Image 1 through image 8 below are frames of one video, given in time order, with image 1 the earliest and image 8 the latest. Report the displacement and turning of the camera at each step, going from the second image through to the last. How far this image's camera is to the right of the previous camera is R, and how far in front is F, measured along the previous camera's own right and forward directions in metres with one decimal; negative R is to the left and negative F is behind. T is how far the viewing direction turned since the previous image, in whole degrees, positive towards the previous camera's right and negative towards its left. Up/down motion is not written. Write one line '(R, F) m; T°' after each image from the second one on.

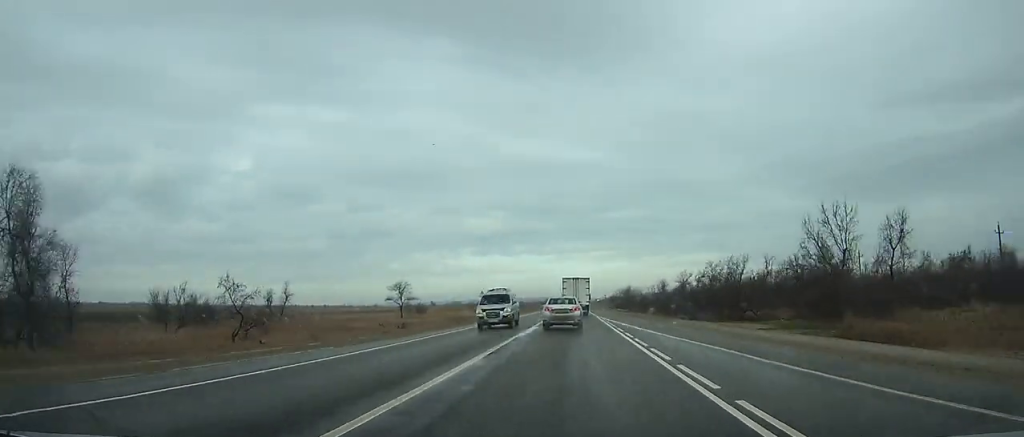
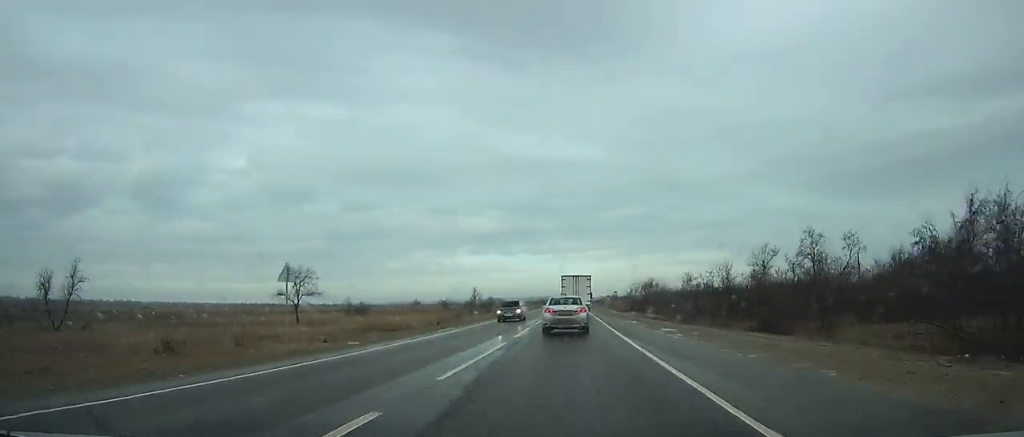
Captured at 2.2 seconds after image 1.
(+0.1, +43.2) m; 0°
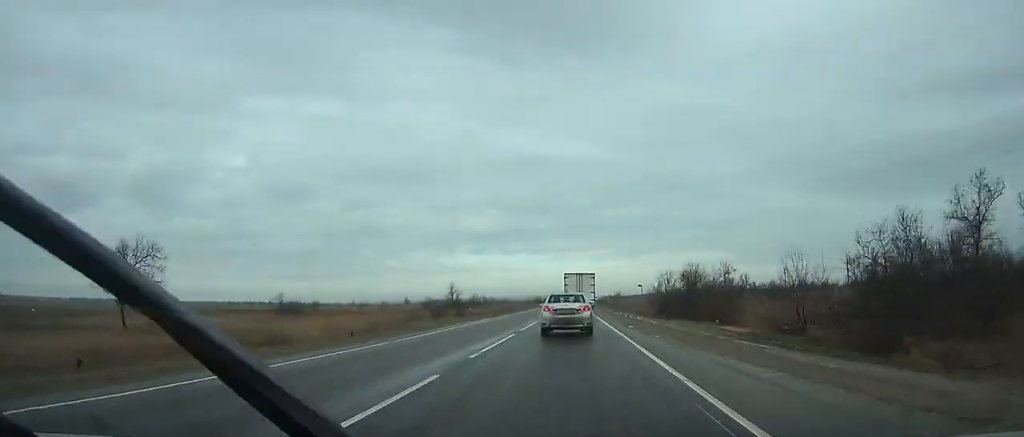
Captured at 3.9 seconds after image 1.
(+0.2, +32.6) m; 0°
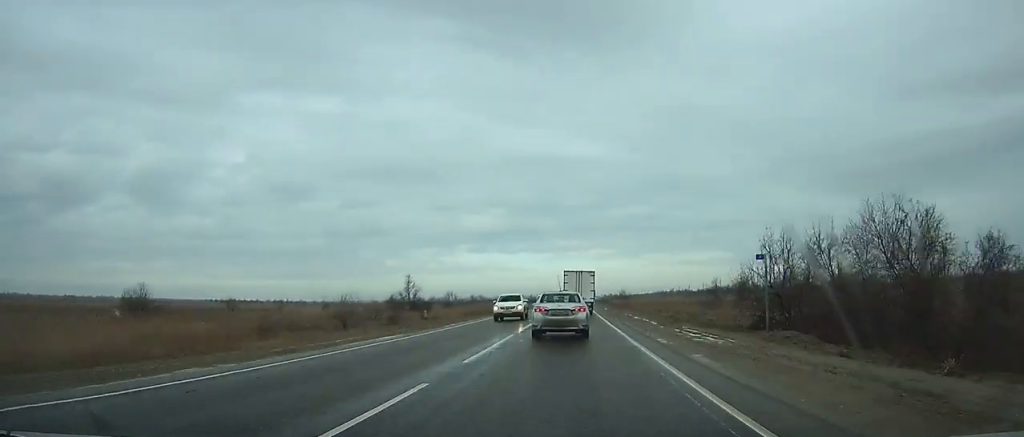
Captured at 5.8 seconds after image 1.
(+0.1, +36.1) m; 0°
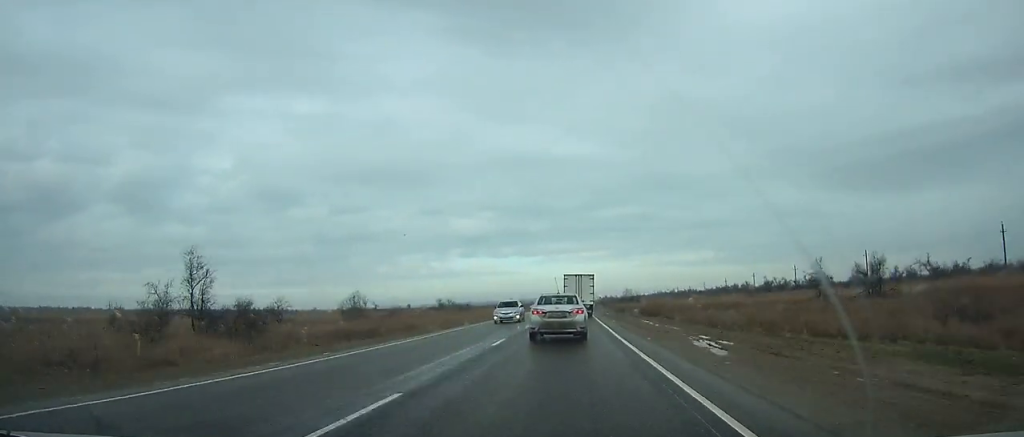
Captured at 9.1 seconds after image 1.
(0.0, +61.2) m; 0°
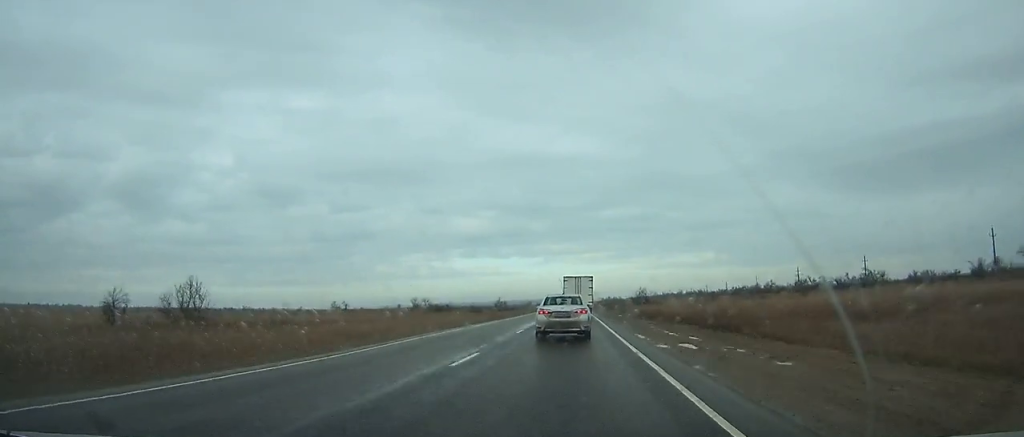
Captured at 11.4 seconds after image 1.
(0.0, +42.3) m; 0°
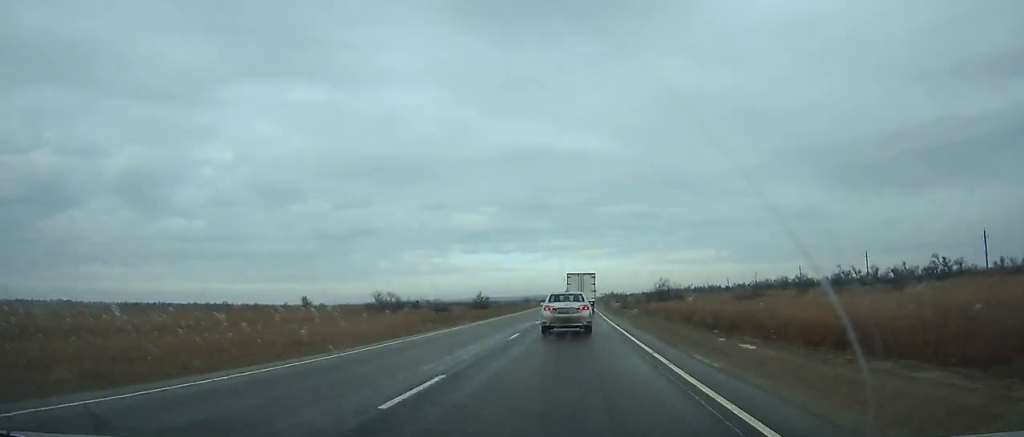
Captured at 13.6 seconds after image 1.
(+0.2, +40.9) m; 0°
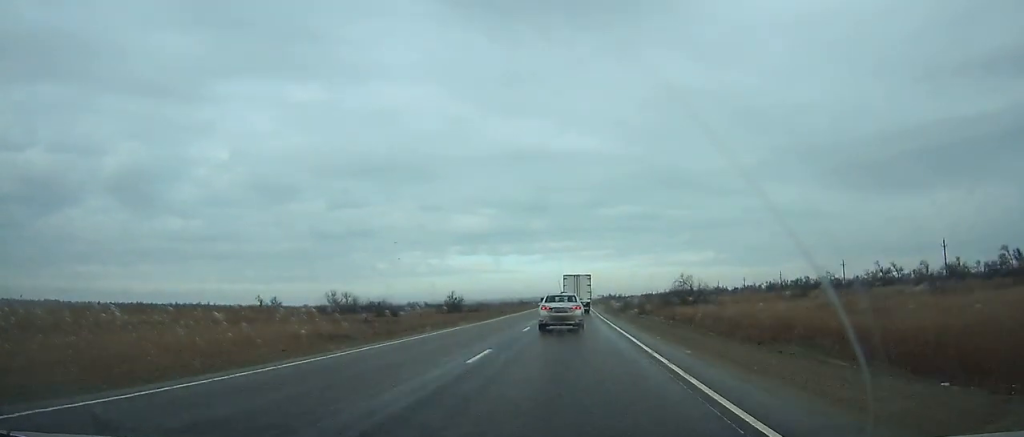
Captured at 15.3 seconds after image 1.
(+0.1, +32.4) m; 0°
